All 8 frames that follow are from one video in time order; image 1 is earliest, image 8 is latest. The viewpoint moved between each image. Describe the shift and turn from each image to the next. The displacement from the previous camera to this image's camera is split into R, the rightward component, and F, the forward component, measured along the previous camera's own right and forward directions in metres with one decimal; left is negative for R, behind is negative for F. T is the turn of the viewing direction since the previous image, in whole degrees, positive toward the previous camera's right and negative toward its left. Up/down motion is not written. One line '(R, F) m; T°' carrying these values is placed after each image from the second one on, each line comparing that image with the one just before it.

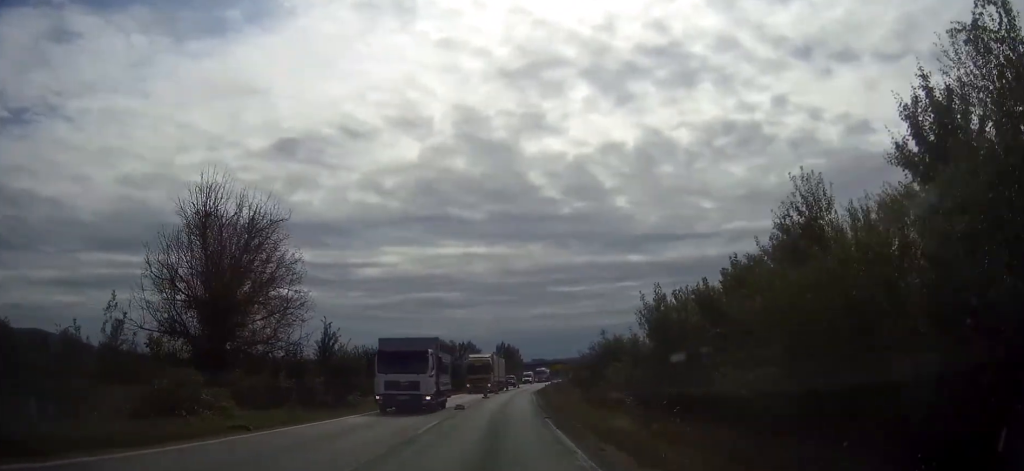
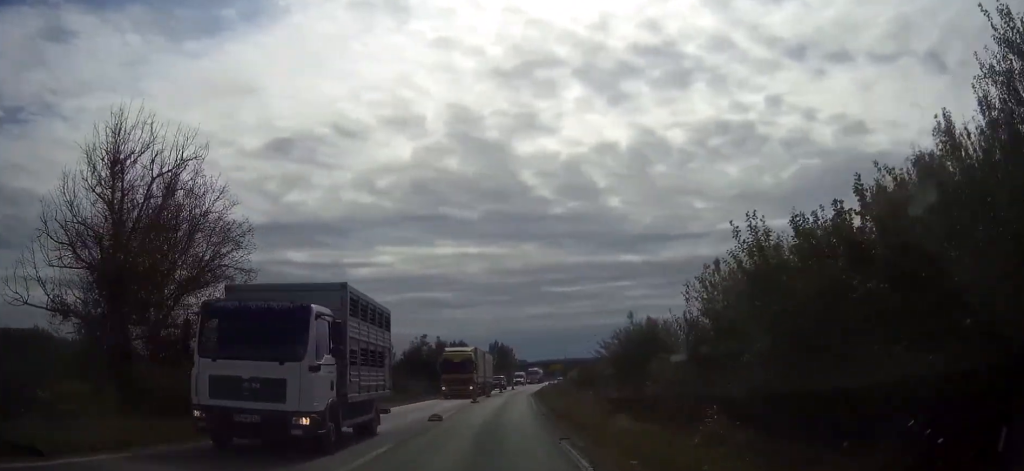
(0.0, +8.2) m; 0°
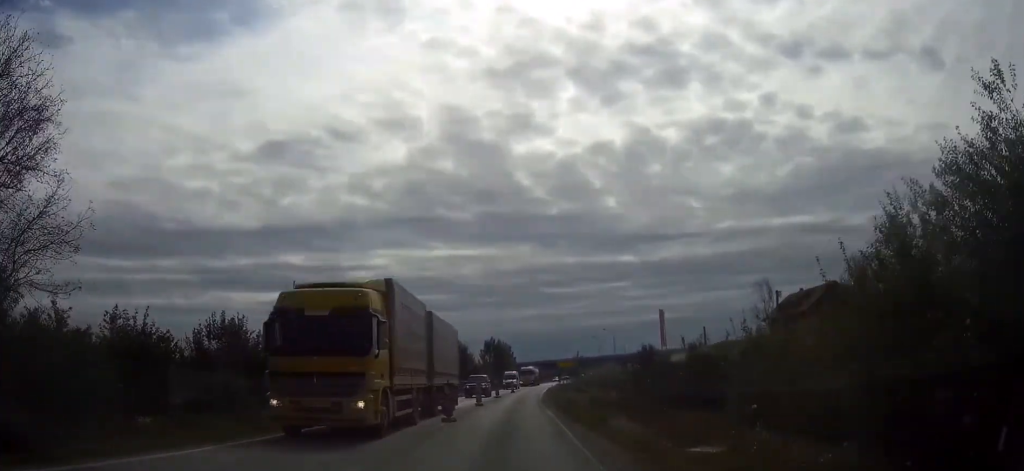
(0.0, +18.2) m; +1°
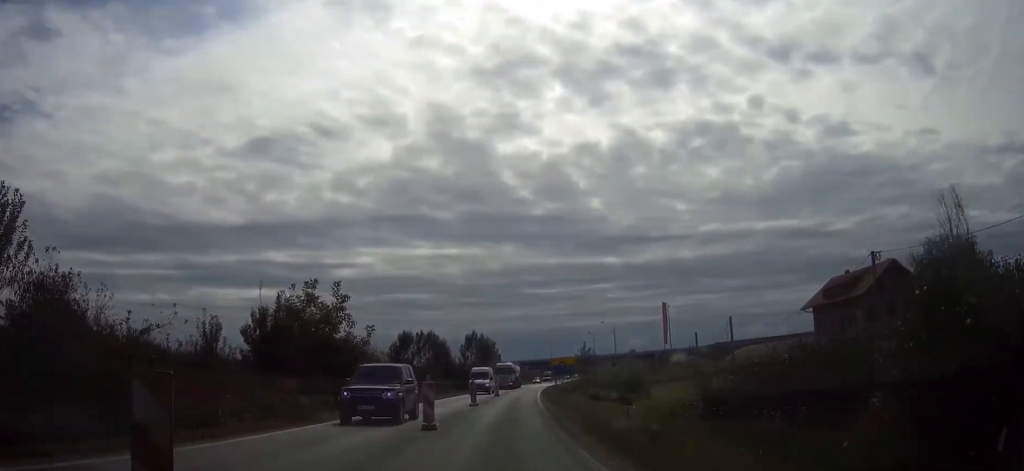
(+0.2, +18.3) m; +1°
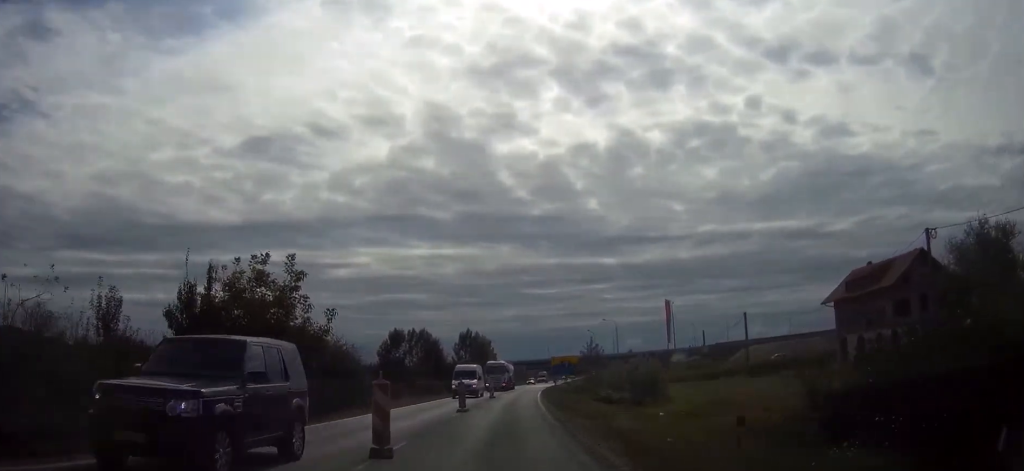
(0.0, +6.4) m; 0°
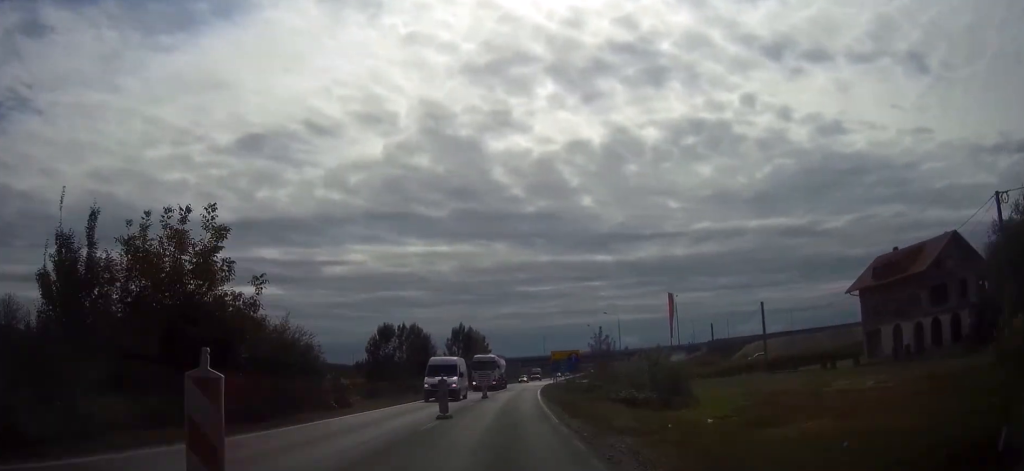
(0.0, +6.7) m; 0°
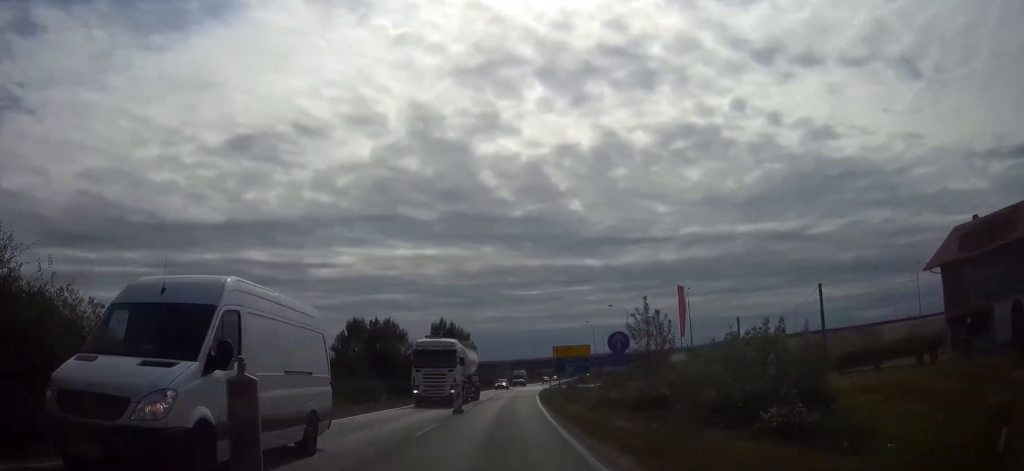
(+0.2, +16.2) m; +1°
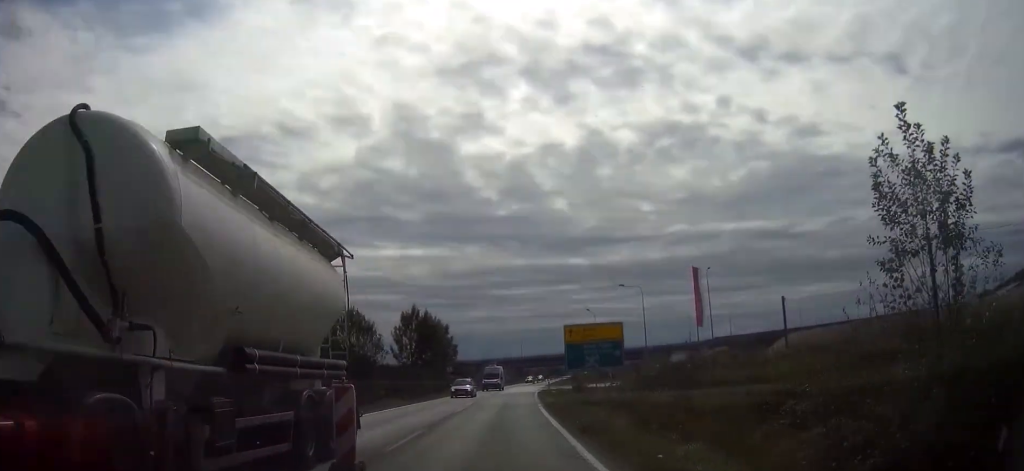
(0.0, +17.5) m; 0°
